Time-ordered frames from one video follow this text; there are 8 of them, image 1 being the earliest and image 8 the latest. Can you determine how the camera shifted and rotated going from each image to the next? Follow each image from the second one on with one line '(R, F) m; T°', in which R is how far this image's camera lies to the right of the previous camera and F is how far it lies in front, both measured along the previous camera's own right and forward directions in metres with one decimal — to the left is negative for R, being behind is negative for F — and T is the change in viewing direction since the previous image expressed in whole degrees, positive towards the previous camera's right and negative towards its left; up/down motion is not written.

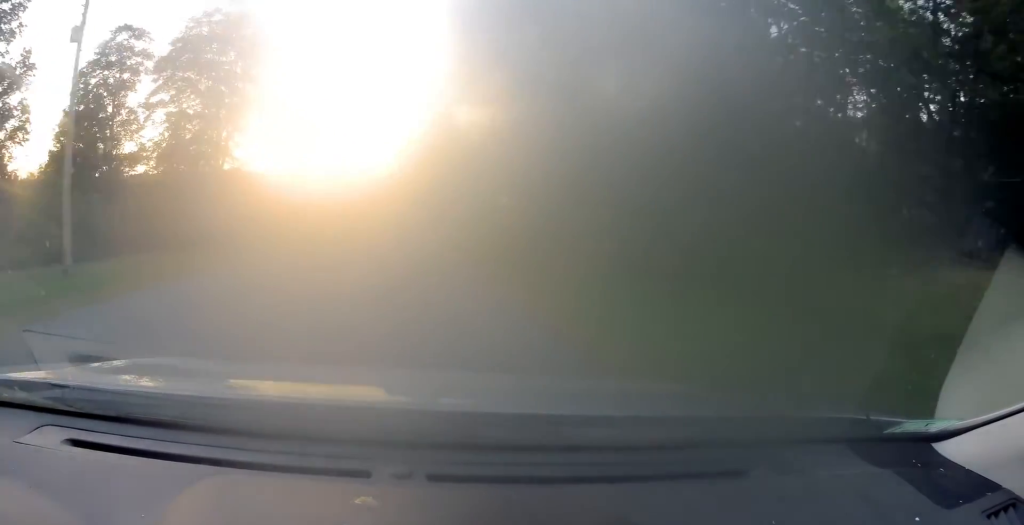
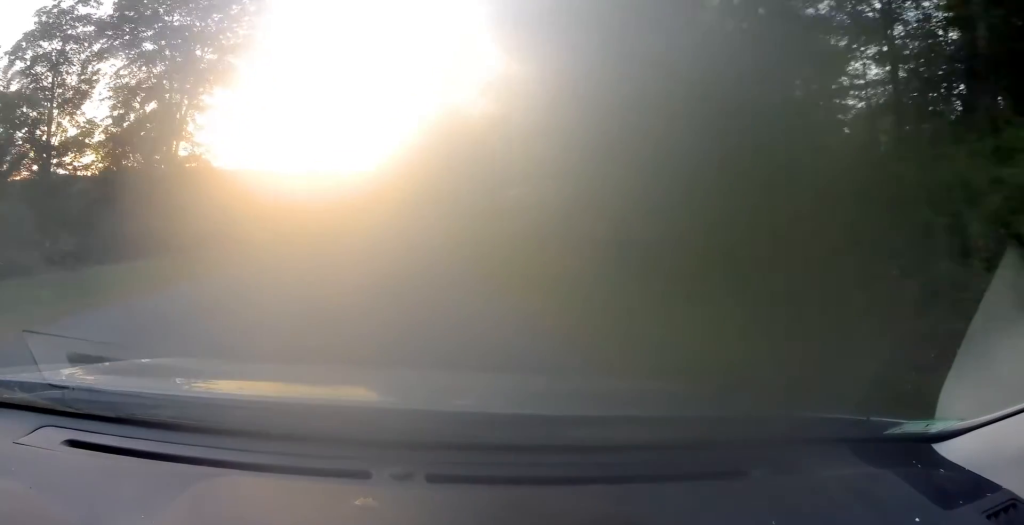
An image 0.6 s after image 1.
(0.0, +11.9) m; +1°
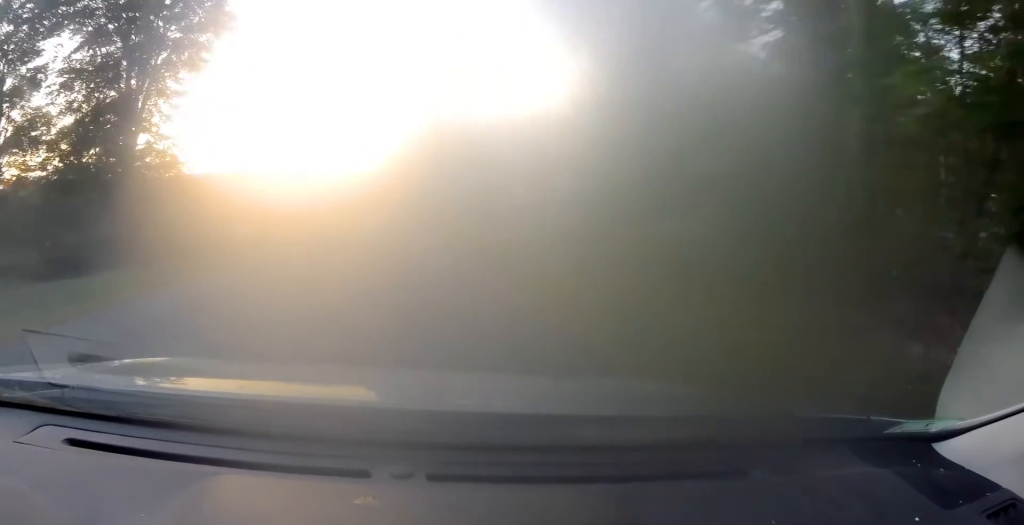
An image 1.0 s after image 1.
(0.0, +8.4) m; +1°
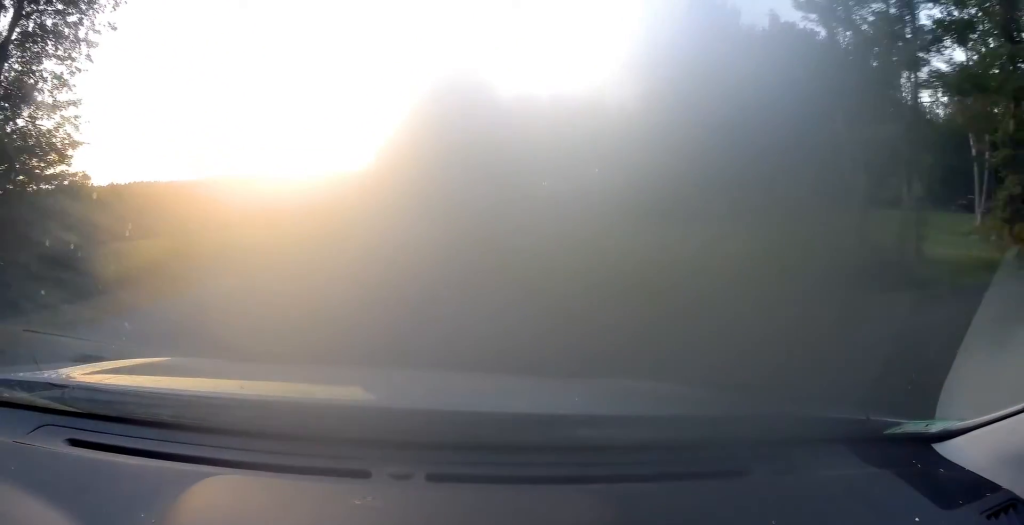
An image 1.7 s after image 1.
(+0.2, +16.2) m; 0°
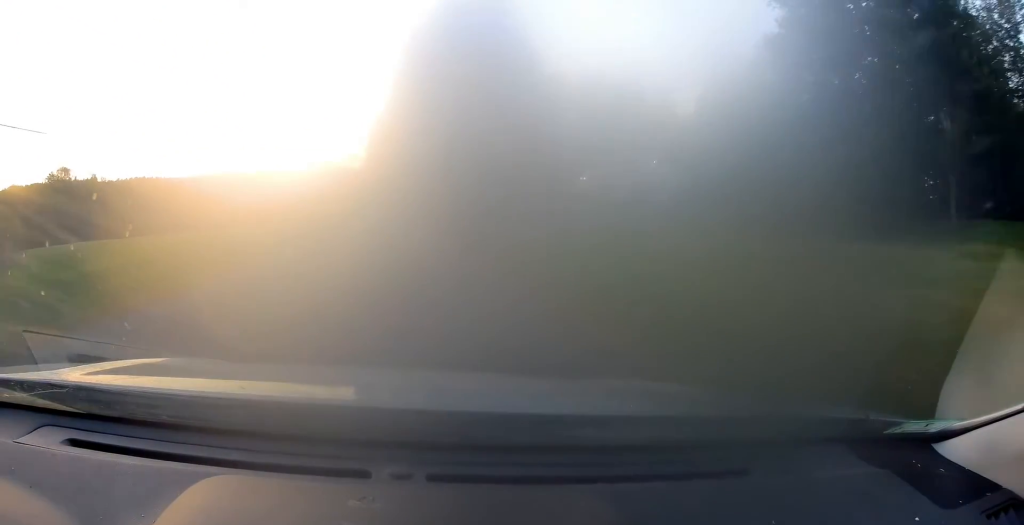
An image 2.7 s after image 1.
(0.0, +20.5) m; -1°
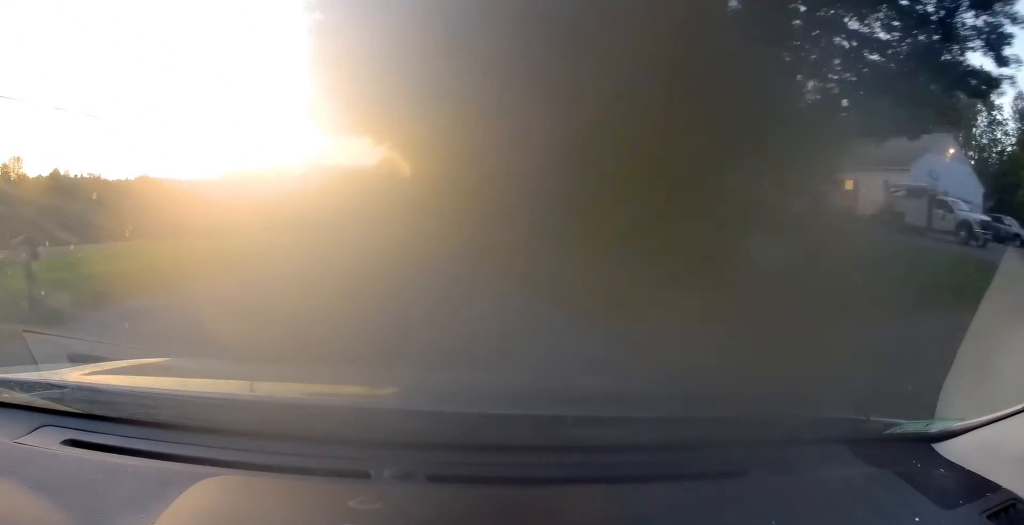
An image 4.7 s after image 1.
(-0.8, +42.8) m; -2°
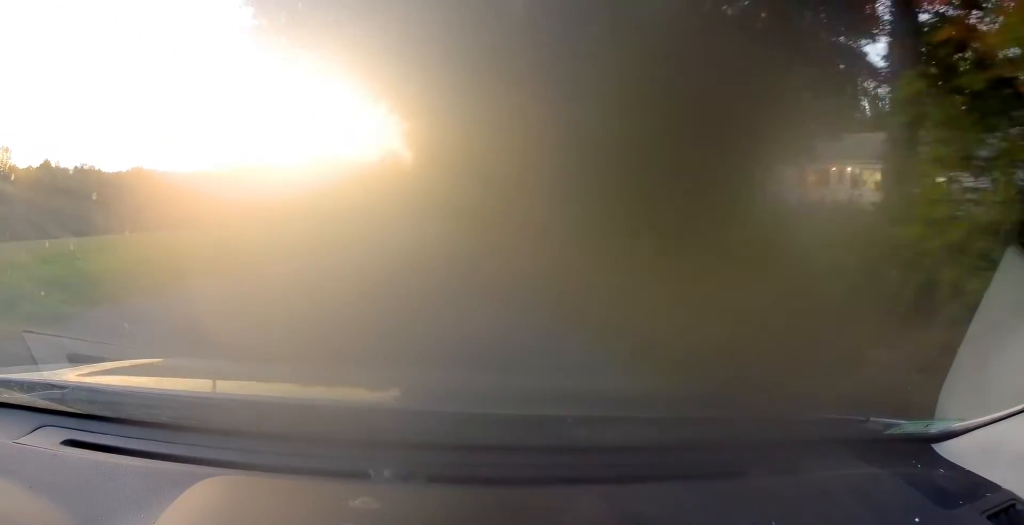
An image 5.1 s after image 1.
(-0.1, +8.6) m; 0°
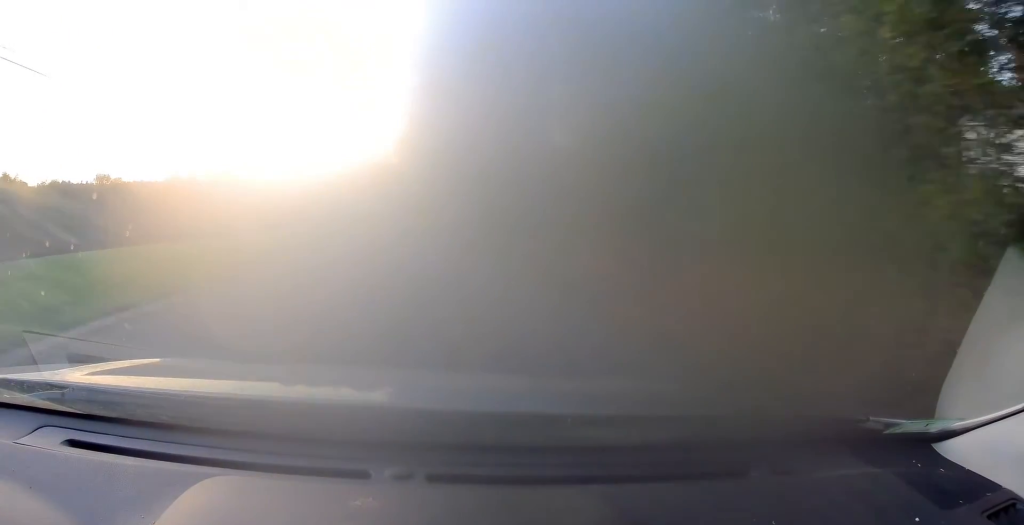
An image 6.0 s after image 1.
(0.0, +19.8) m; -1°
